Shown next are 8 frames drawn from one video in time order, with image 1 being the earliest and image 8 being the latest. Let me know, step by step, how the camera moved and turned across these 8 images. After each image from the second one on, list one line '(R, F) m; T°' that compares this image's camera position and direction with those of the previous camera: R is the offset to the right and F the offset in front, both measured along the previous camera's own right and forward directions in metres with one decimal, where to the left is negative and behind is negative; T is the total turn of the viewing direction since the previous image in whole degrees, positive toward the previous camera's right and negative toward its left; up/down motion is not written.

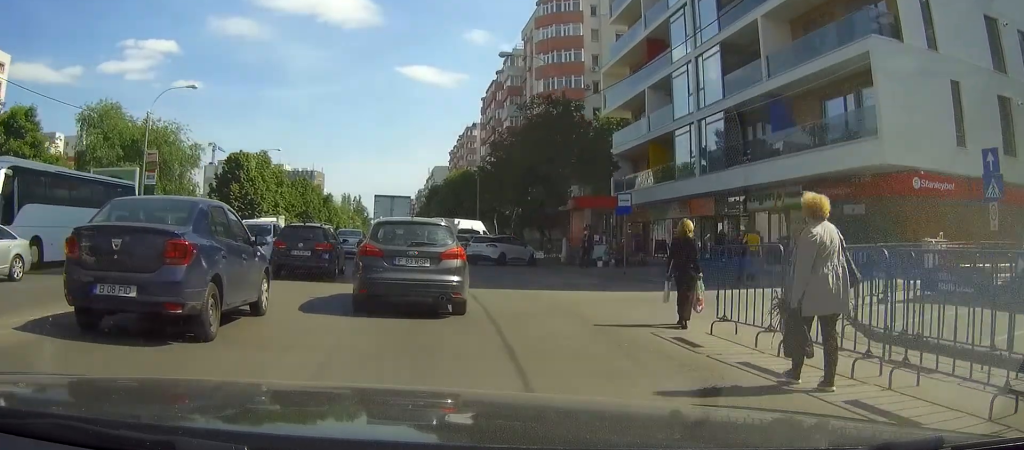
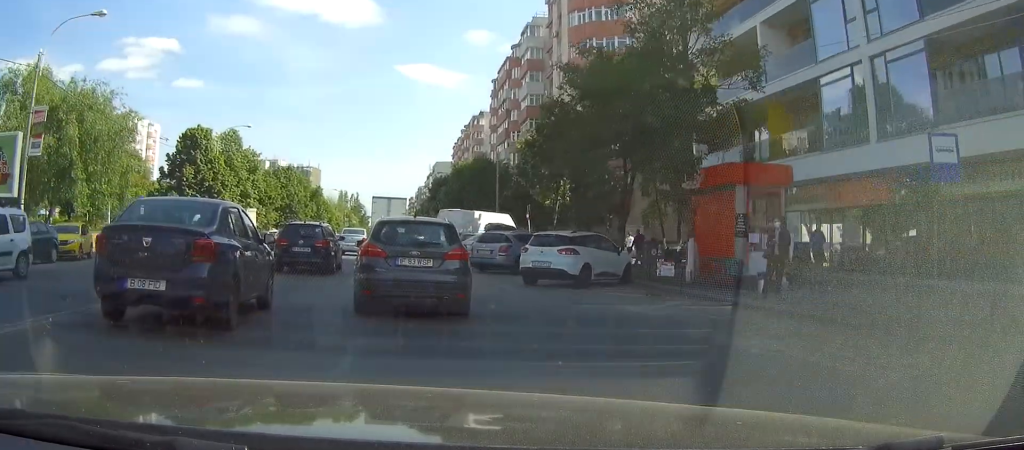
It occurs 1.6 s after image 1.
(0.0, +15.0) m; 0°
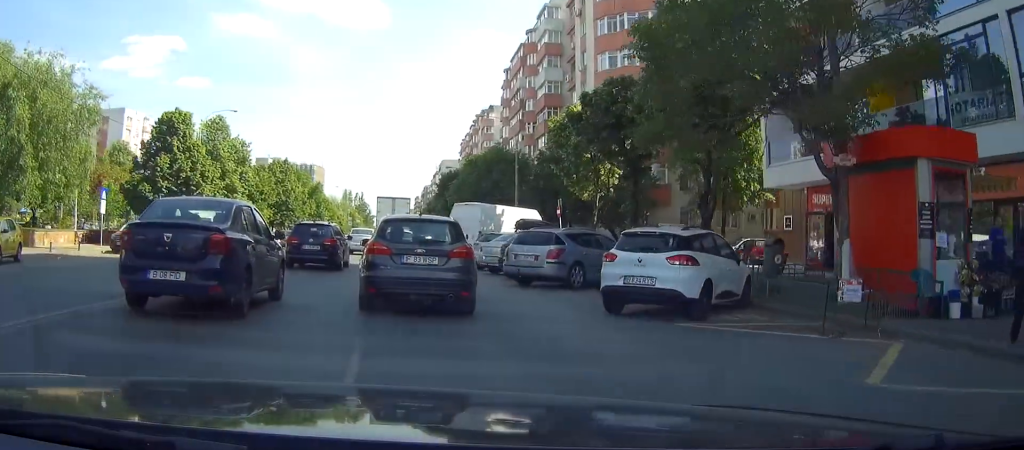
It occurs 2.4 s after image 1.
(0.0, +7.0) m; 0°
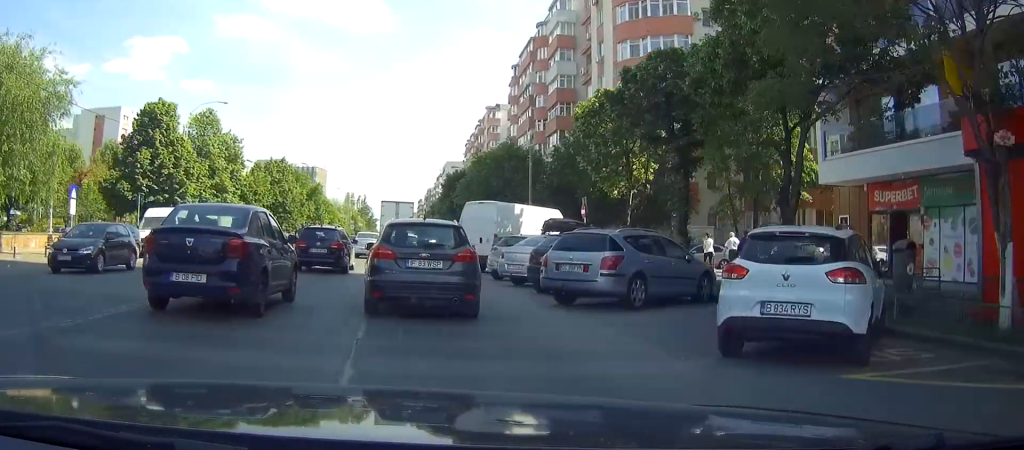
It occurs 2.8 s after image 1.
(0.0, +4.2) m; 0°
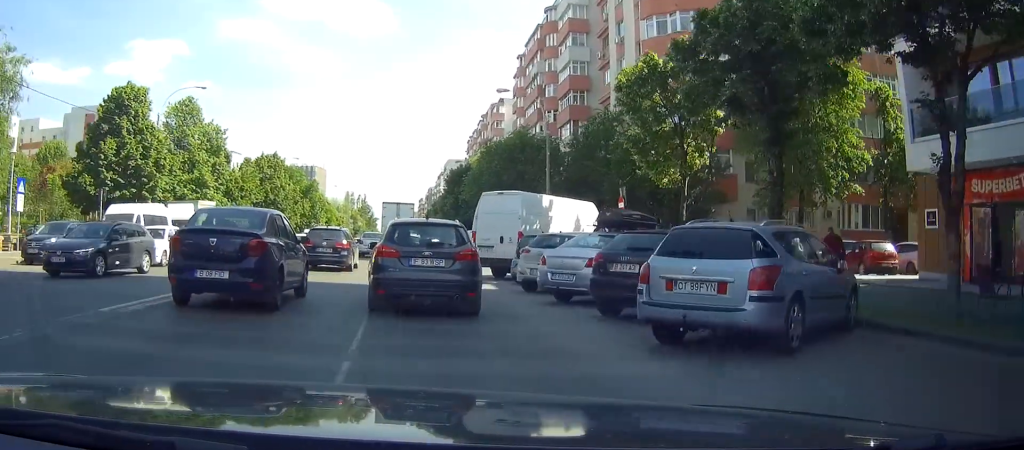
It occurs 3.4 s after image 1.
(0.0, +5.4) m; 0°
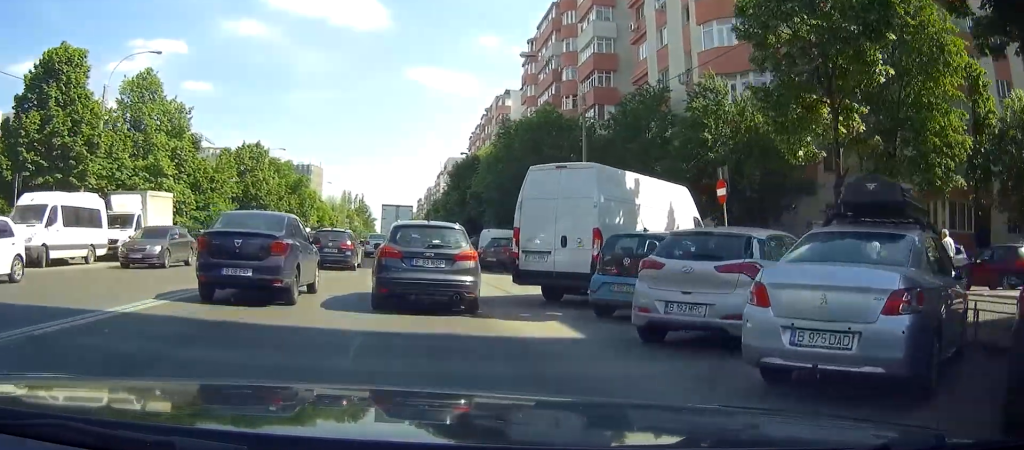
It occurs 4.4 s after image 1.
(+0.1, +8.6) m; 0°
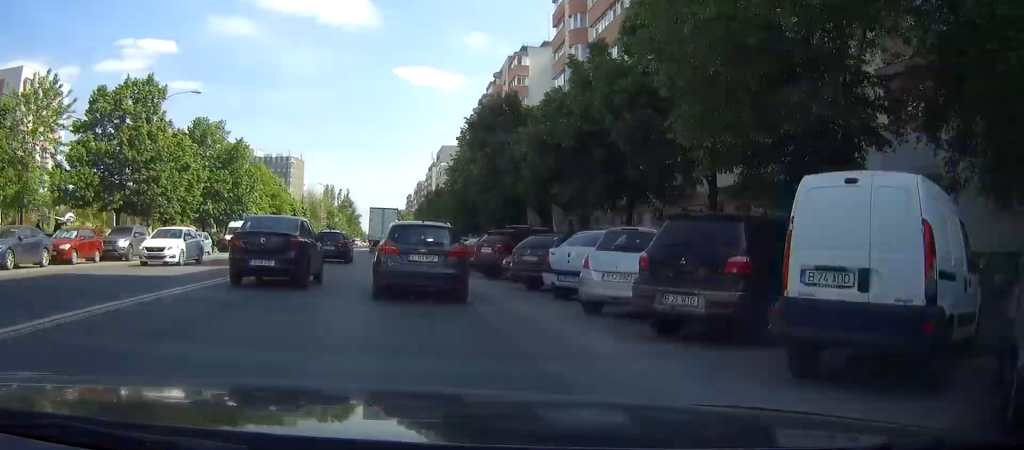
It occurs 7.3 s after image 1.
(-0.4, +27.6) m; -1°
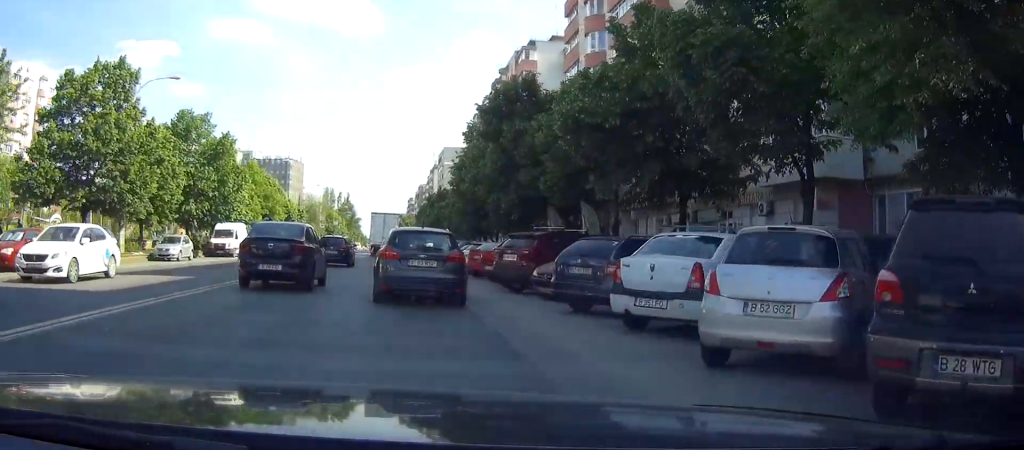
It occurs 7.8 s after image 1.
(0.0, +4.8) m; 0°
